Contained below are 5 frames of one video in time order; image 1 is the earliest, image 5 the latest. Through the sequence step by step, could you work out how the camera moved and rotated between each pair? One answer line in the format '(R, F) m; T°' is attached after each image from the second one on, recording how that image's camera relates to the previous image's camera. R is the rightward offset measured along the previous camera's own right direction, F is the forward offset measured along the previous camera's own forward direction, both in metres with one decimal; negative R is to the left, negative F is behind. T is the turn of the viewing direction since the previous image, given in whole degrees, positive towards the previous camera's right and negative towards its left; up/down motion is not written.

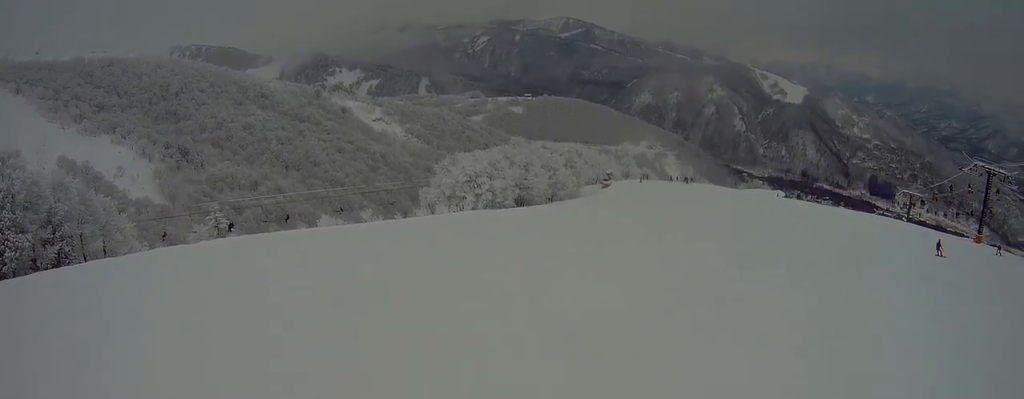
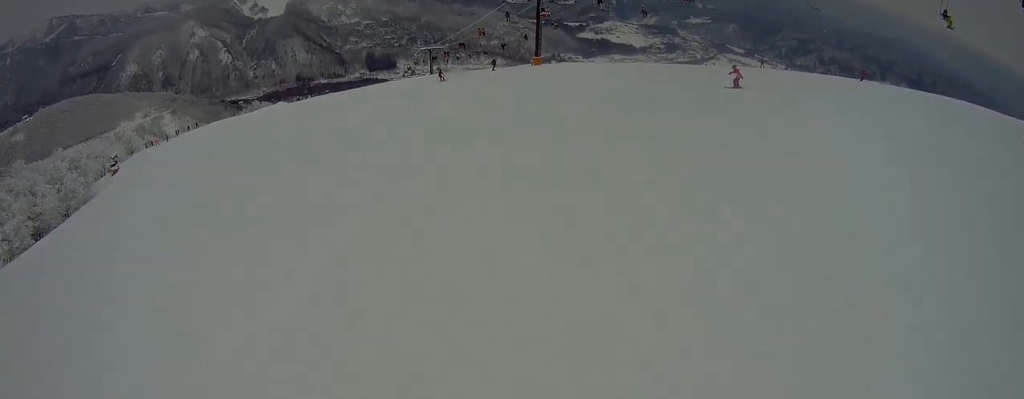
(+4.5, +5.0) m; +68°
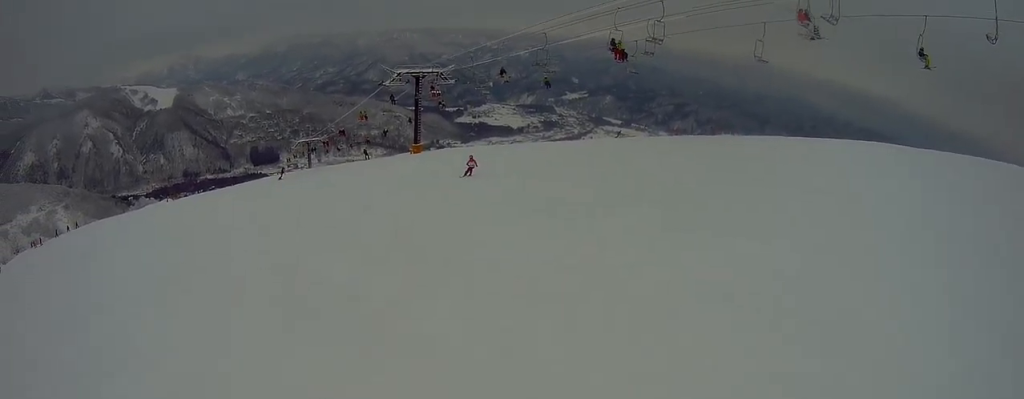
(+0.6, +4.5) m; +9°
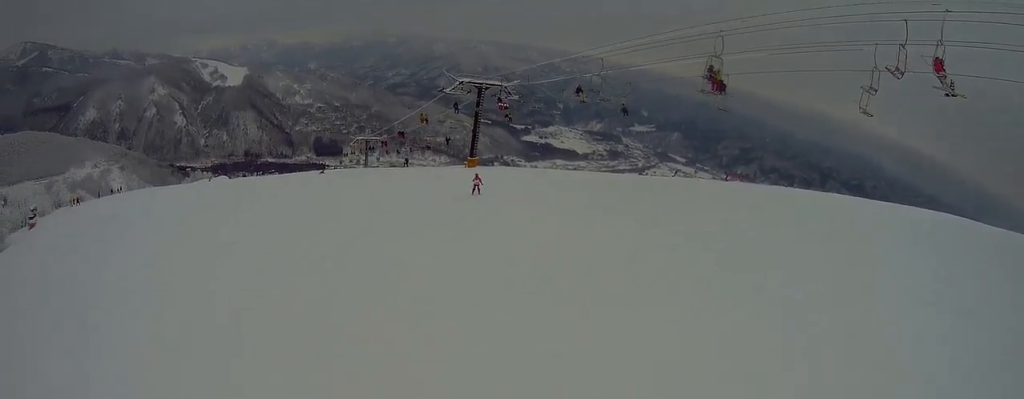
(0.0, +3.2) m; -4°
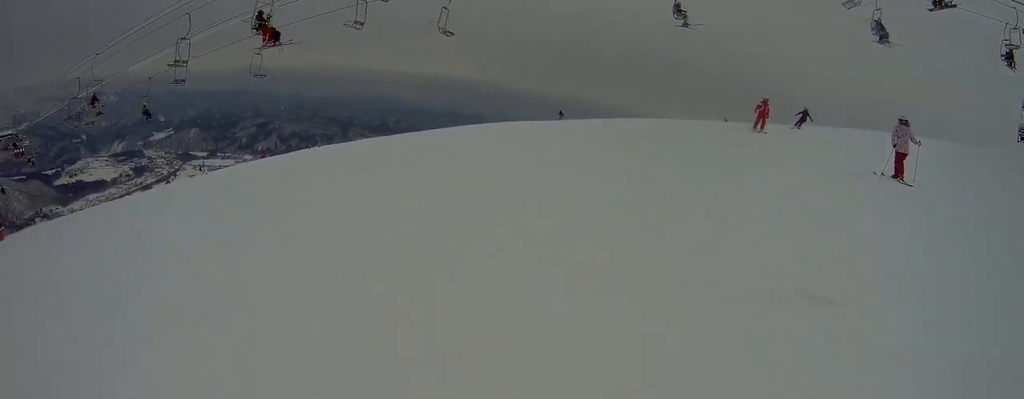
(-0.6, +5.0) m; -18°
